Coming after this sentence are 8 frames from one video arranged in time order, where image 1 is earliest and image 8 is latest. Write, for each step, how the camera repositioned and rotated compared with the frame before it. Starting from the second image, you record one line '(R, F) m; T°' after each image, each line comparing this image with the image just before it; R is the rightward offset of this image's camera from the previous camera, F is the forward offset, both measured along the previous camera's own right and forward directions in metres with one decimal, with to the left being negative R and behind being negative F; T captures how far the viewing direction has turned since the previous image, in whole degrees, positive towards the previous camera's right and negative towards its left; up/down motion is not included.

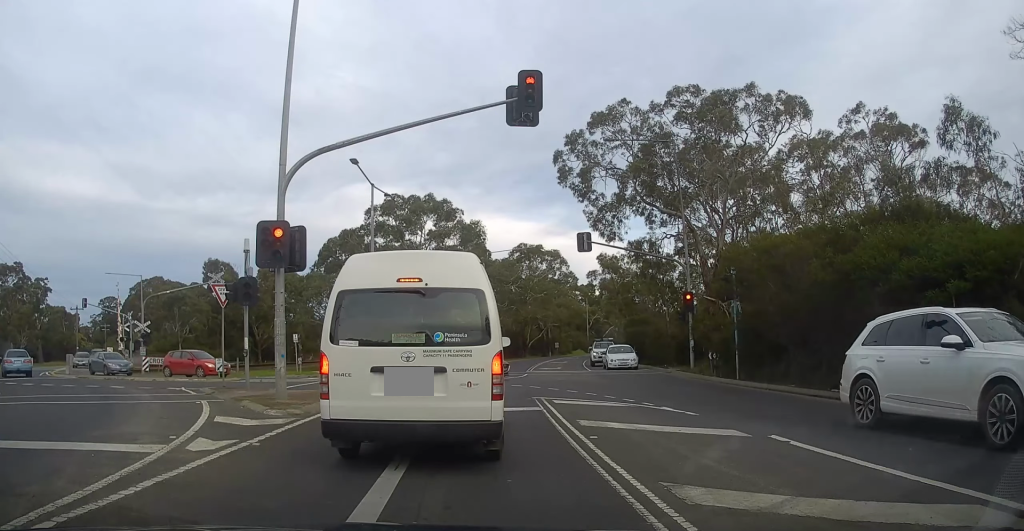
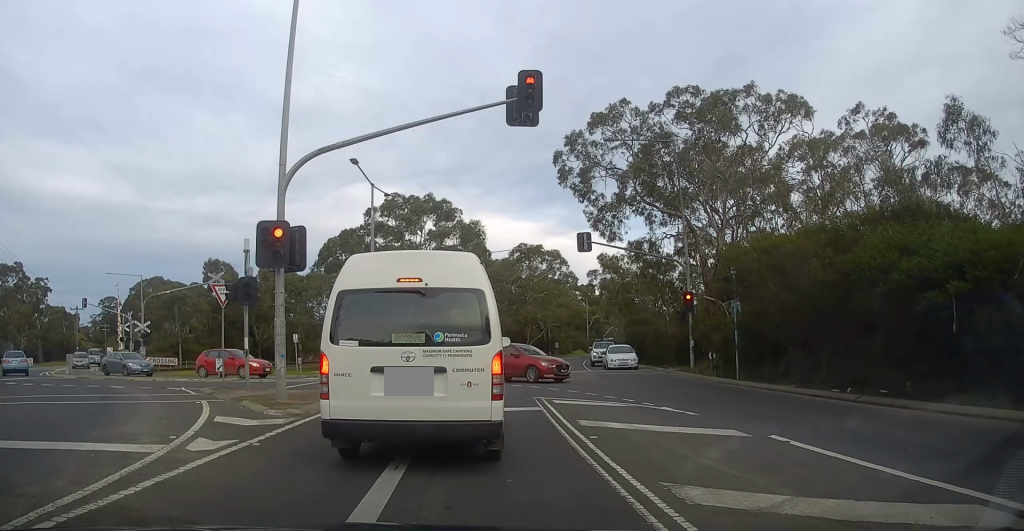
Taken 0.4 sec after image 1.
(0.0, 0.0) m; 0°
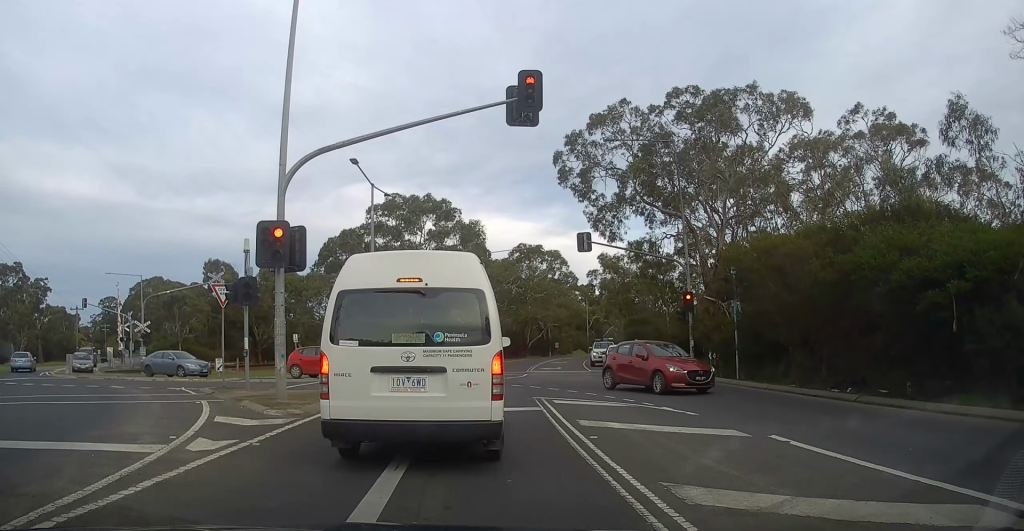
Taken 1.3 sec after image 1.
(0.0, 0.0) m; 0°
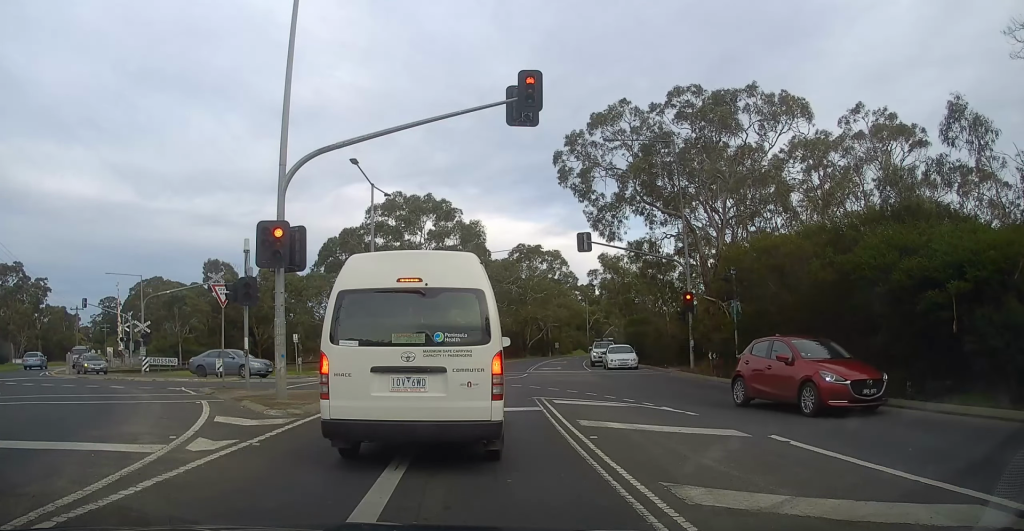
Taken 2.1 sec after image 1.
(0.0, 0.0) m; 0°
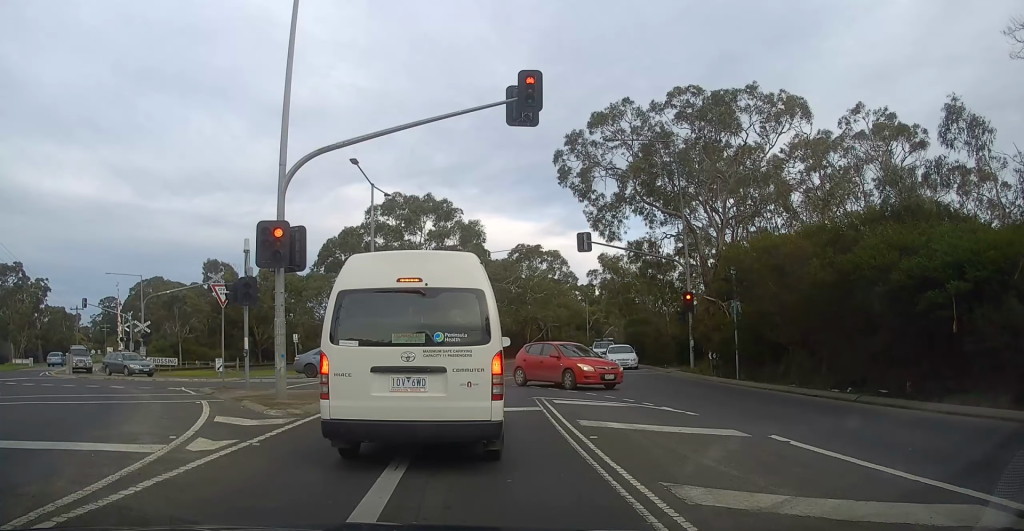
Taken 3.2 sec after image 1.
(0.0, 0.0) m; 0°
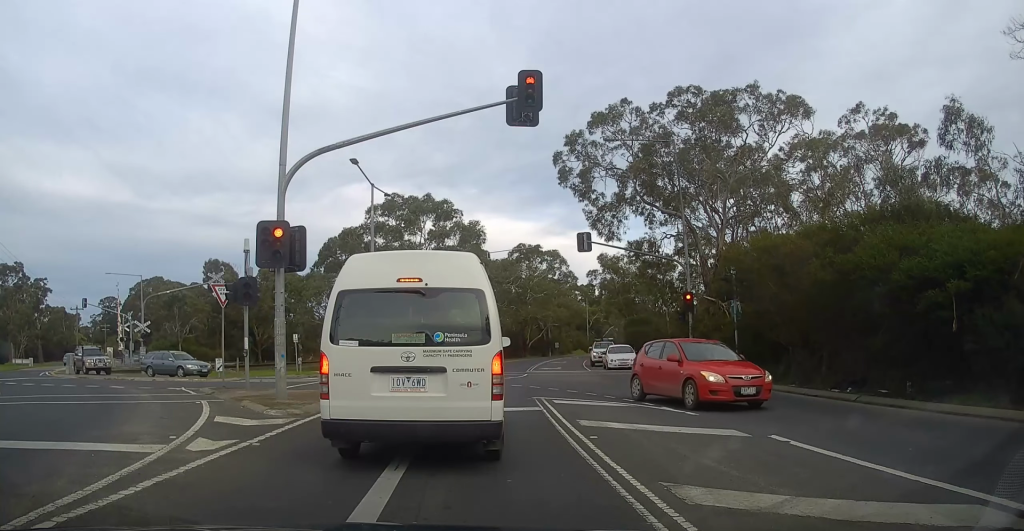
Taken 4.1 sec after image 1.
(0.0, 0.0) m; 0°
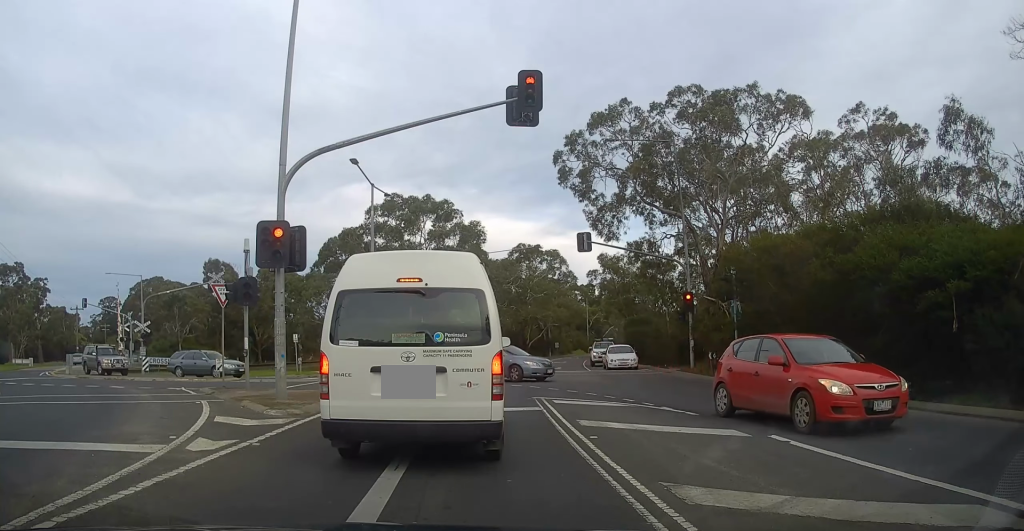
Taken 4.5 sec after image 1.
(0.0, 0.0) m; 0°
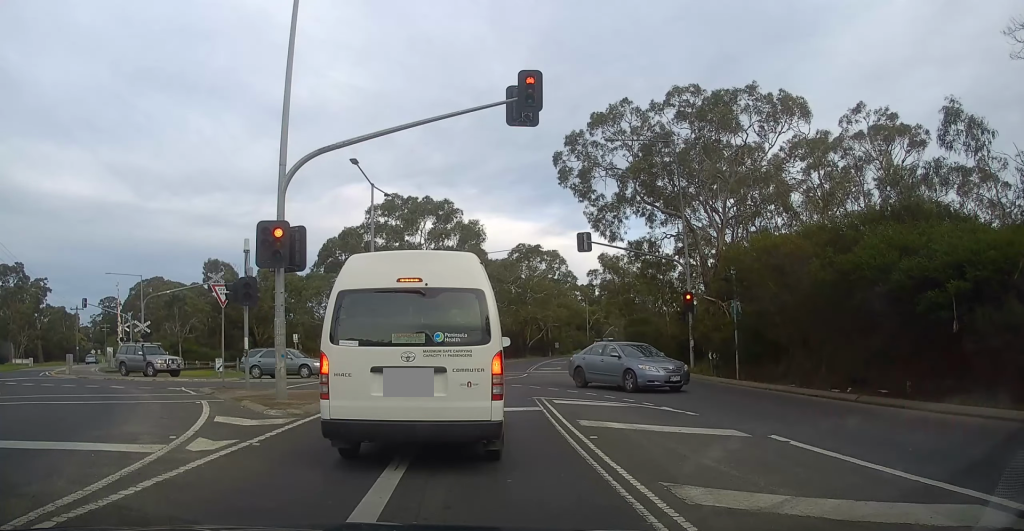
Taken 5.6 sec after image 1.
(0.0, 0.0) m; 0°
